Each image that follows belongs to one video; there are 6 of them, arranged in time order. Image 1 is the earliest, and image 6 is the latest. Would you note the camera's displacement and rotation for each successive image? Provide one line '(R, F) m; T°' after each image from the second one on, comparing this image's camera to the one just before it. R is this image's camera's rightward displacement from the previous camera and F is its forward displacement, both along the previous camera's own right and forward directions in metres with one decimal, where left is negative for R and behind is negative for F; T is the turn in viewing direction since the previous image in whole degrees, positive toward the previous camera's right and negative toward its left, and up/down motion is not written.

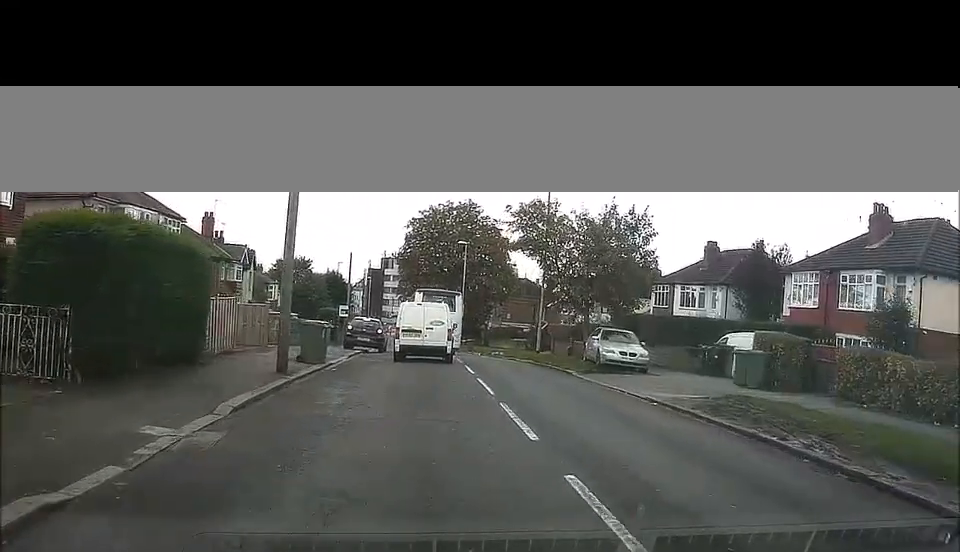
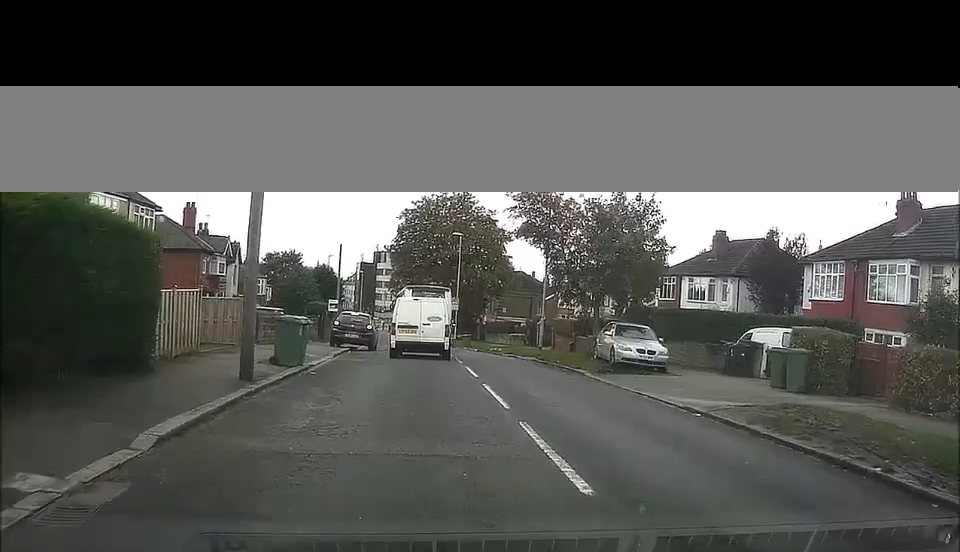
(0.0, +2.9) m; 0°
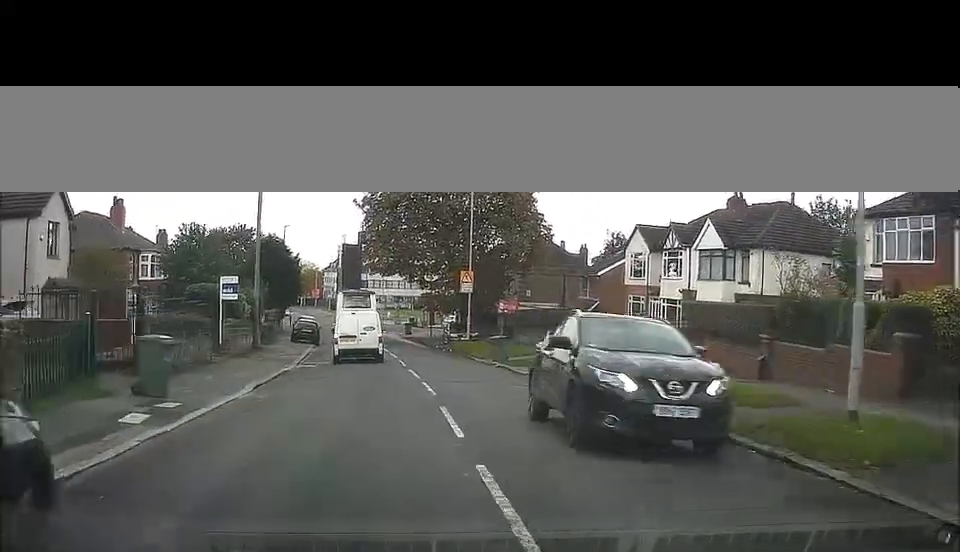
(+0.1, +30.1) m; -1°
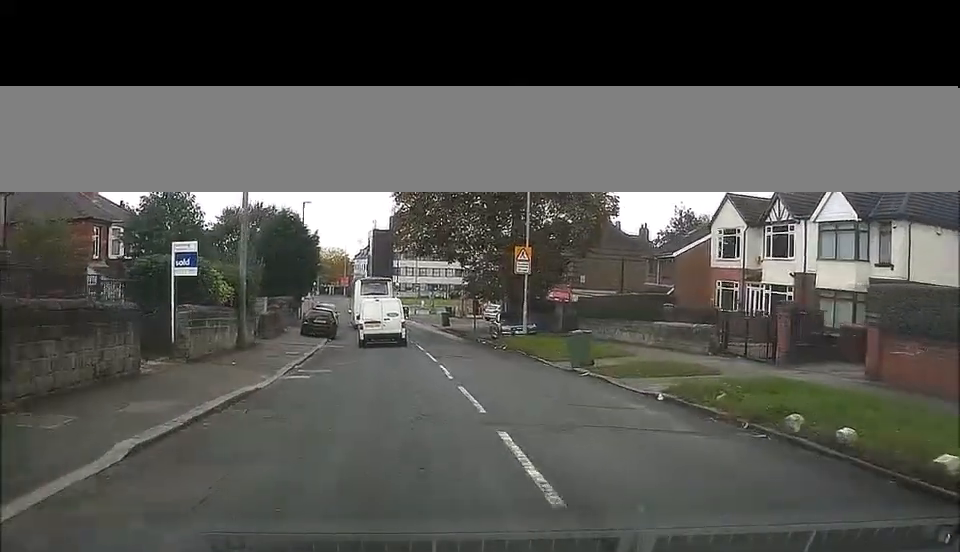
(-0.2, +9.6) m; -2°
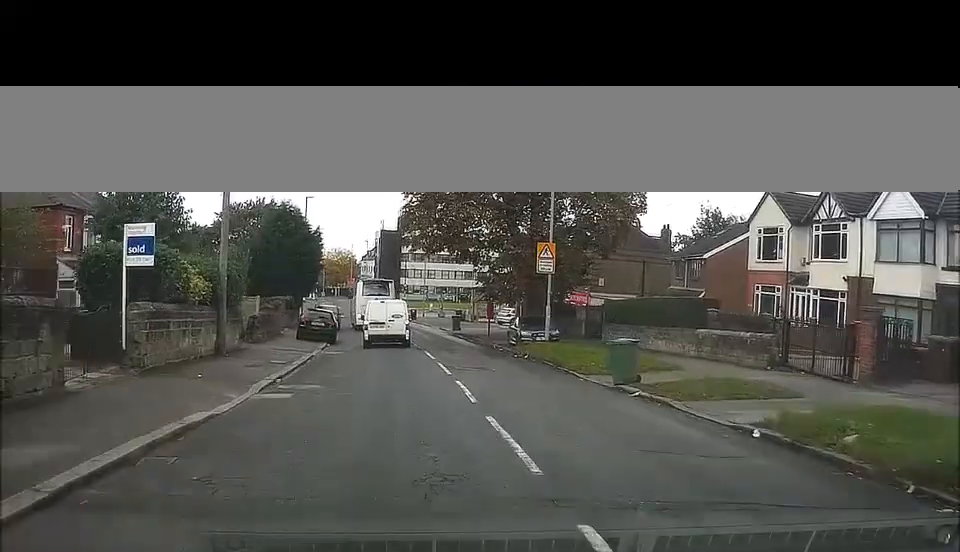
(-0.1, +4.0) m; 0°
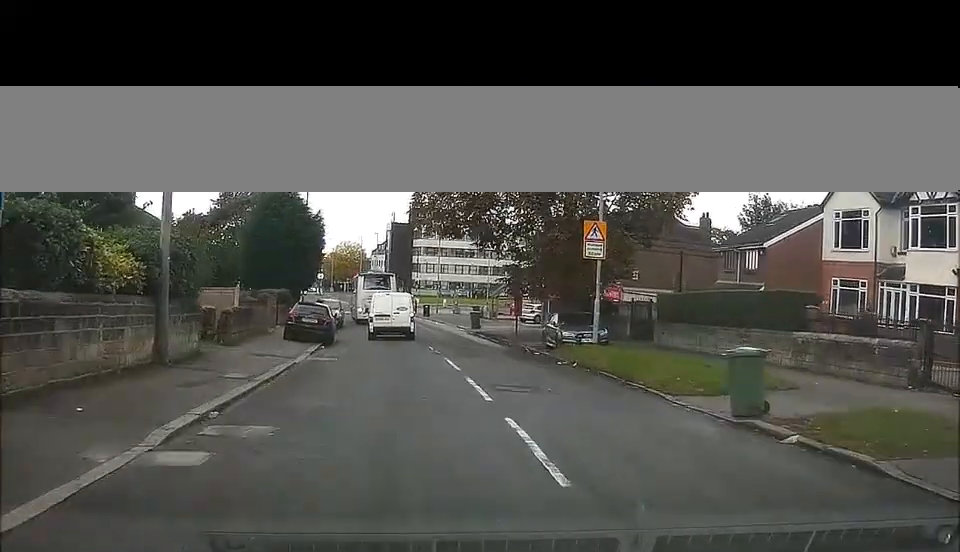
(0.0, +6.5) m; 0°
